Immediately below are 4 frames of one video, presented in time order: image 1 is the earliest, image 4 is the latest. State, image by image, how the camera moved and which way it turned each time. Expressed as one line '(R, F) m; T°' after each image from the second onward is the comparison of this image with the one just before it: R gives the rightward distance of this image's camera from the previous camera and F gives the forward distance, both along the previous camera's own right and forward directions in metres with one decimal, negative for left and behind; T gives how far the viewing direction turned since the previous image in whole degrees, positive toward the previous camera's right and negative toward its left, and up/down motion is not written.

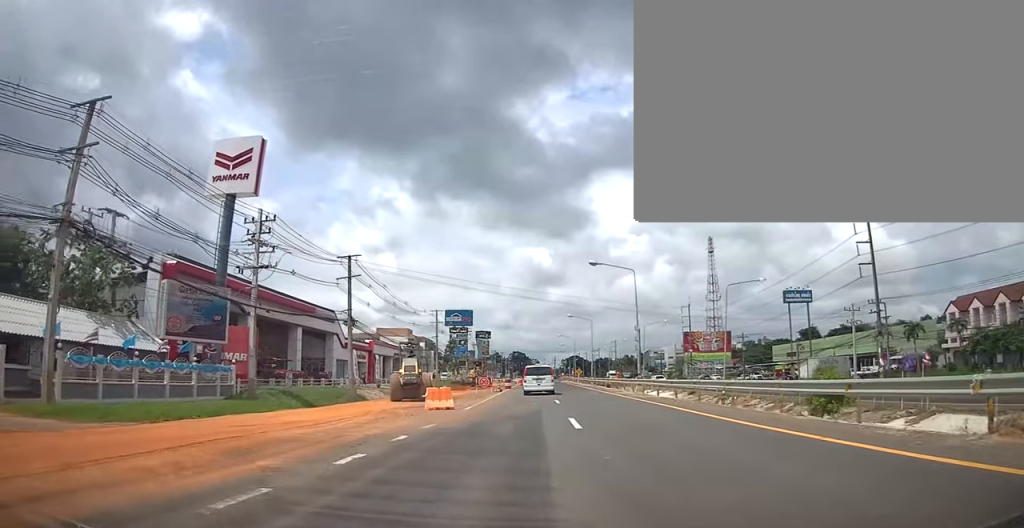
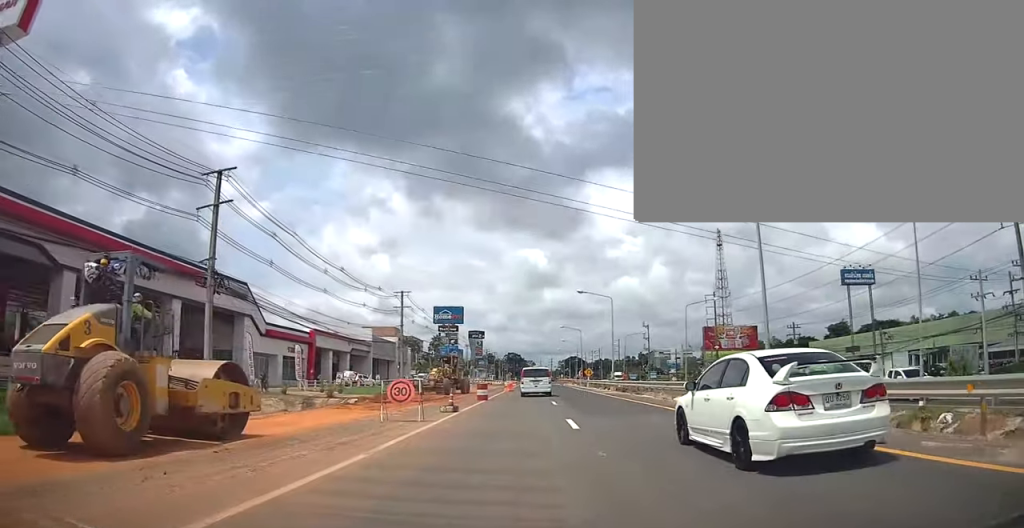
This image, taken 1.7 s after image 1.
(+1.9, +22.4) m; +4°
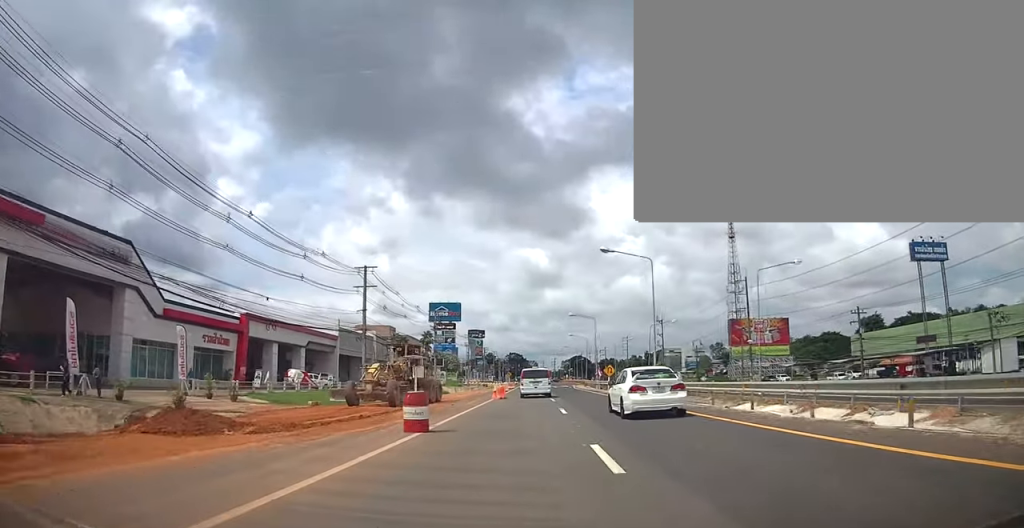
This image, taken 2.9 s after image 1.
(-1.0, +16.9) m; -4°
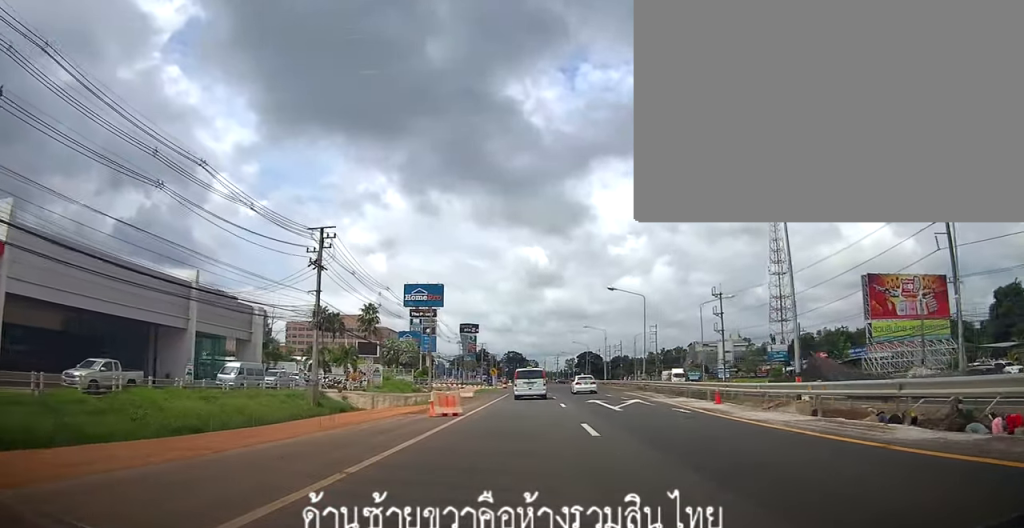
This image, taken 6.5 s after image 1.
(+0.3, +53.1) m; -1°
